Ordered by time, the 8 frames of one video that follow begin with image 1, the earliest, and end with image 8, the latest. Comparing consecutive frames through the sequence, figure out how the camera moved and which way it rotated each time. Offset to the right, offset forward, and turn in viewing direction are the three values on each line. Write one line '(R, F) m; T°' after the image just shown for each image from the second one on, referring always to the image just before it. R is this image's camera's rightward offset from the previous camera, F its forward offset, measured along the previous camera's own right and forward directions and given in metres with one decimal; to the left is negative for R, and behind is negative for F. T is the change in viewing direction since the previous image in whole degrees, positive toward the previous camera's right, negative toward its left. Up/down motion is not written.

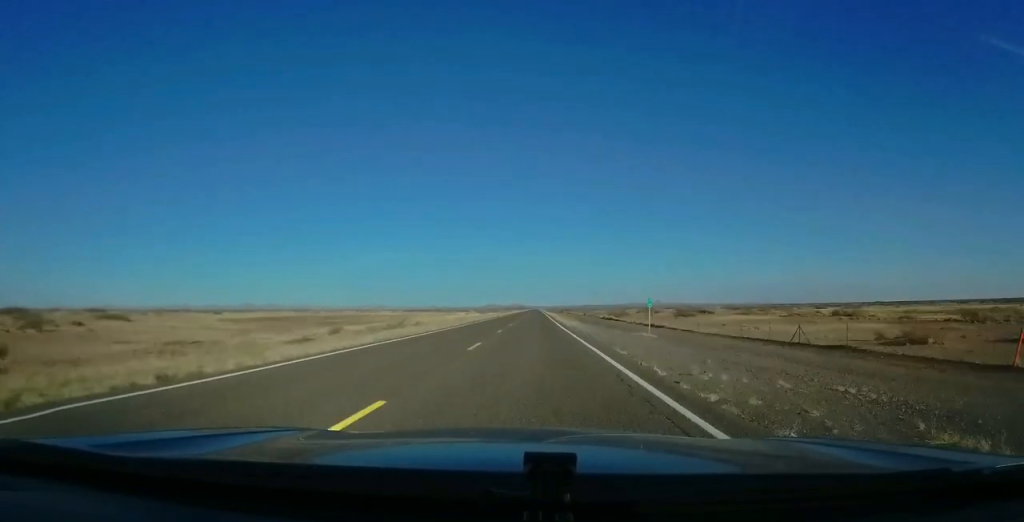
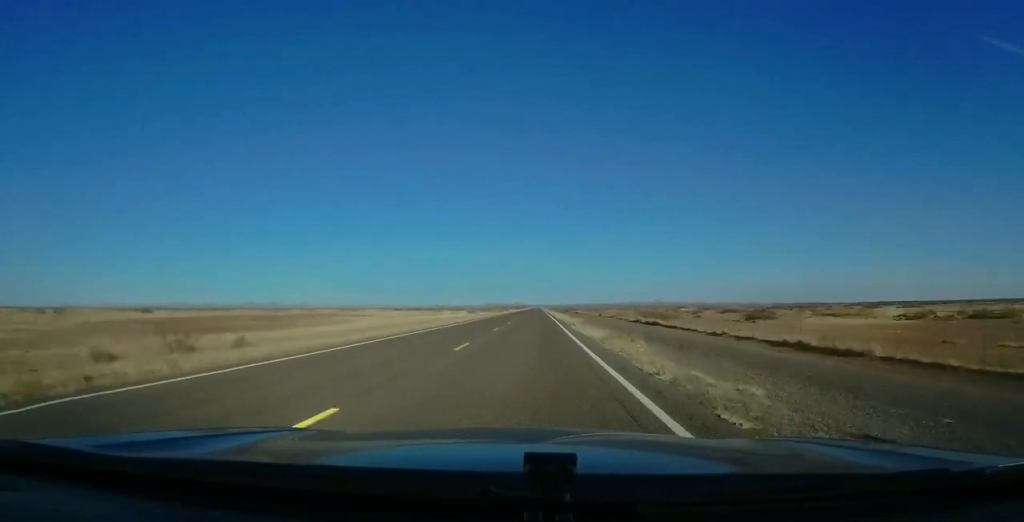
(-0.3, +37.9) m; 0°
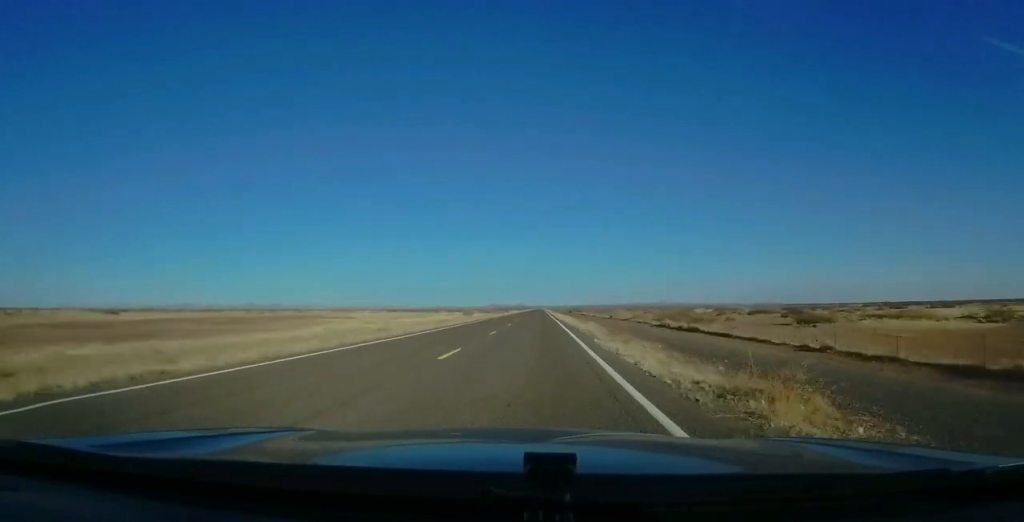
(+0.1, +15.0) m; 0°
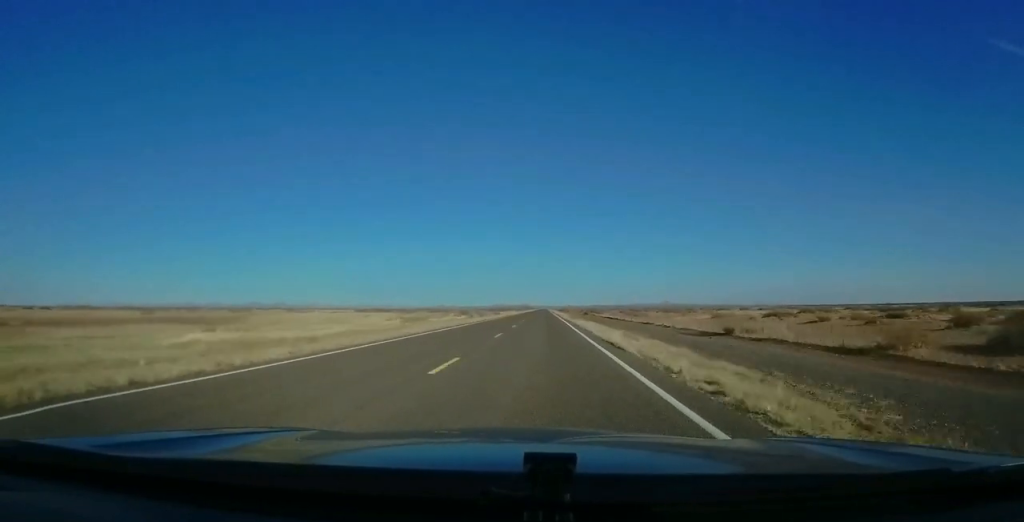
(-0.4, +64.5) m; 0°
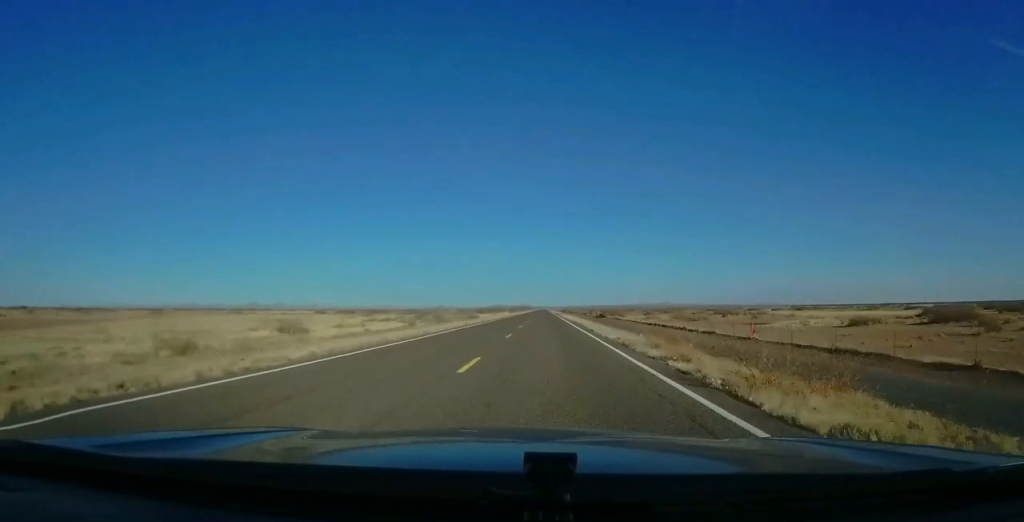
(+0.7, +48.1) m; 0°
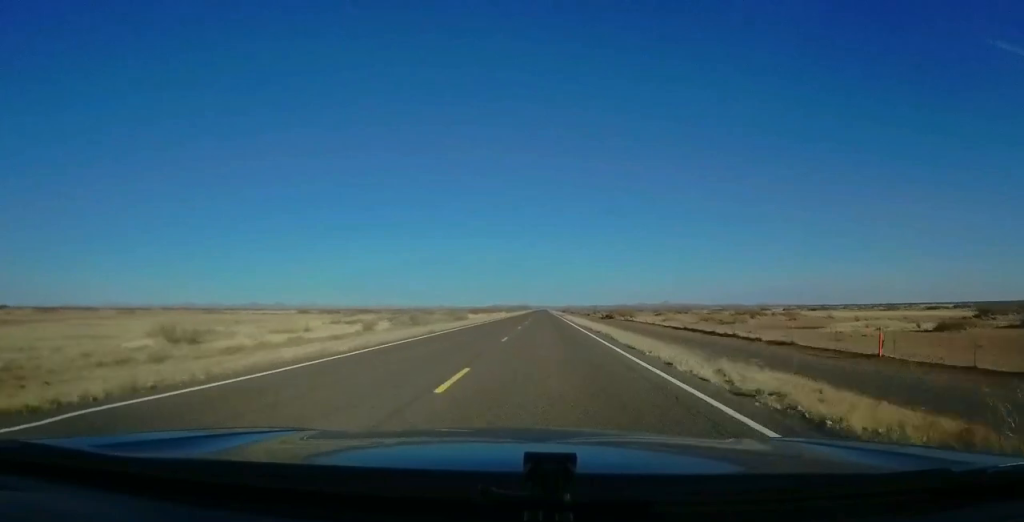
(-0.2, +14.8) m; -1°
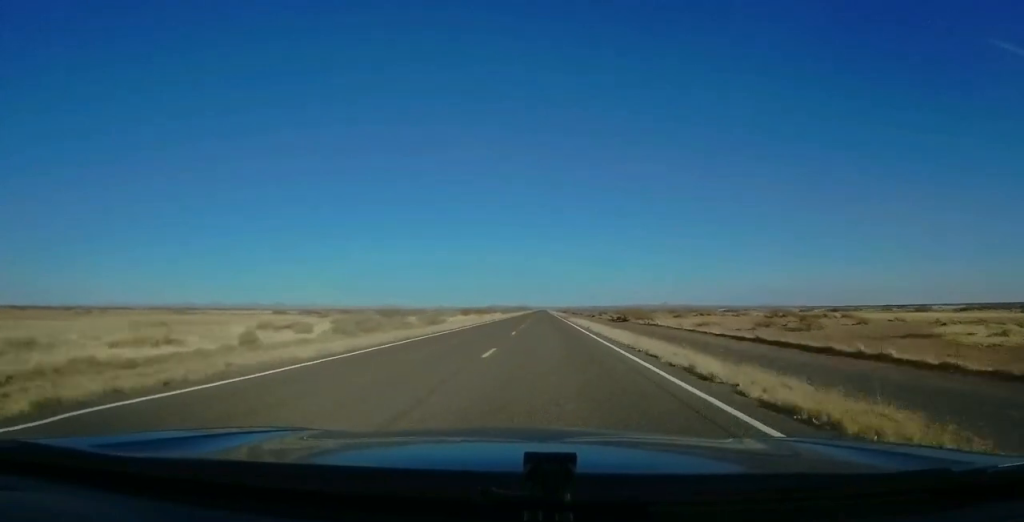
(-0.1, +18.7) m; 0°
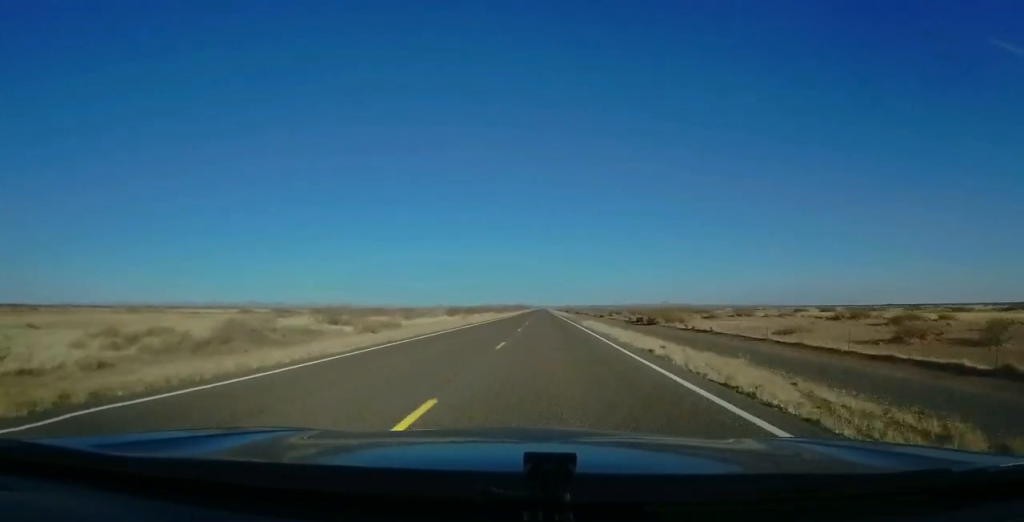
(0.0, +21.7) m; 0°
